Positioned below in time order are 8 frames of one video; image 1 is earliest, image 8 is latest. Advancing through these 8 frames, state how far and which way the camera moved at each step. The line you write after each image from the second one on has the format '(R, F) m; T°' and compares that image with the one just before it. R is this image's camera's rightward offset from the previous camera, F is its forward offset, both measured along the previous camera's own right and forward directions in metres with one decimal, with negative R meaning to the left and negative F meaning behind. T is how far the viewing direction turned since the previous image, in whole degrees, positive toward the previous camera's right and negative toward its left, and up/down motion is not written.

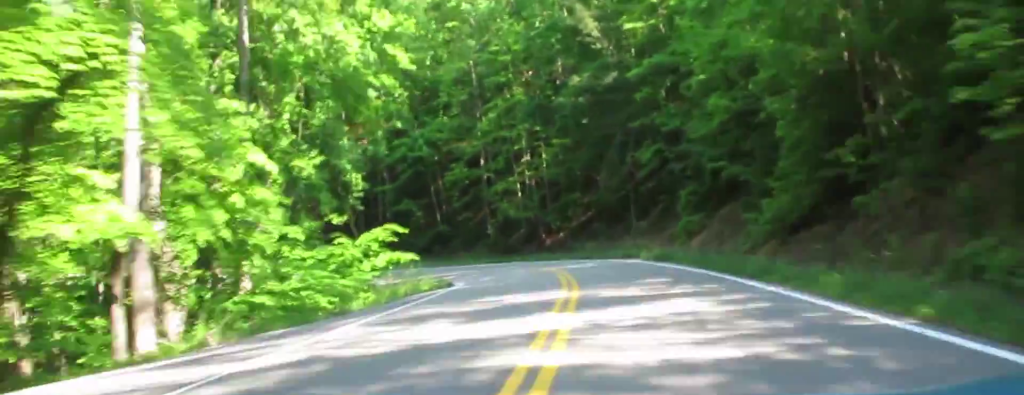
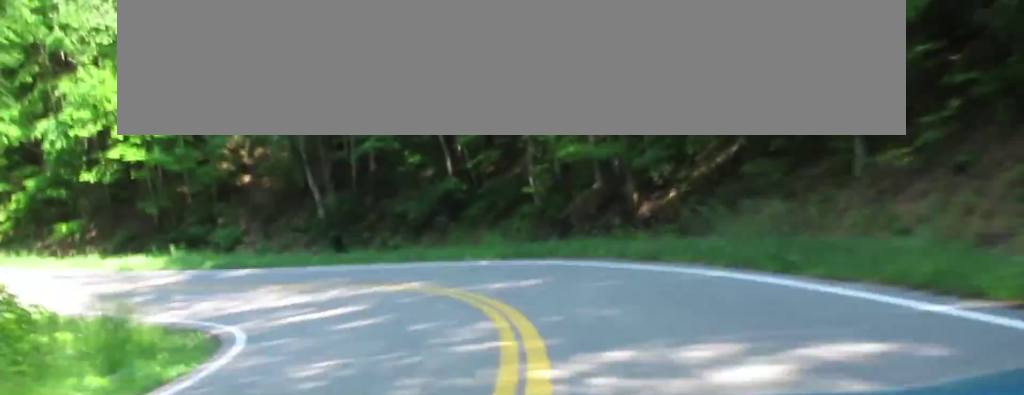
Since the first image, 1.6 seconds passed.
(-3.1, +38.5) m; -8°
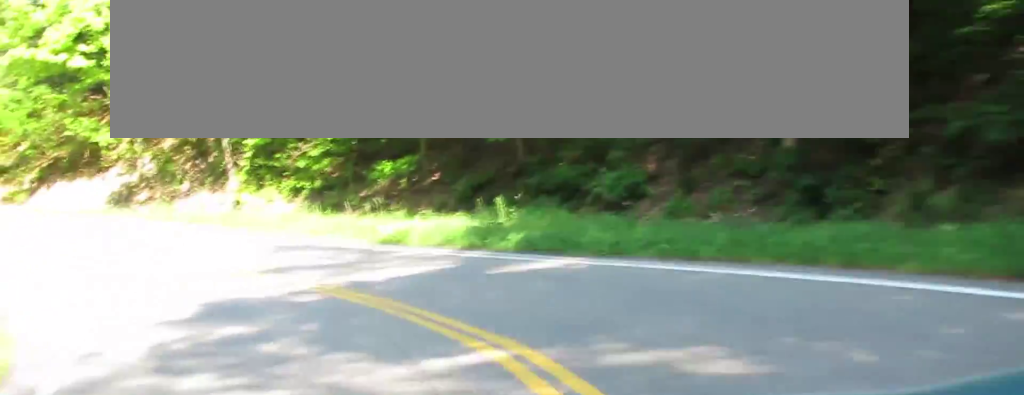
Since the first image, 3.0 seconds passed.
(-4.4, +22.4) m; -32°
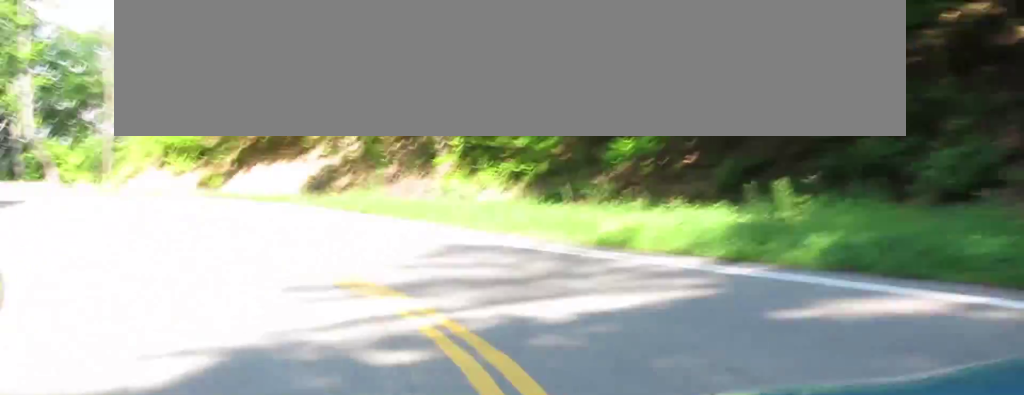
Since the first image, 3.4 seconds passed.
(-1.6, +7.2) m; -12°
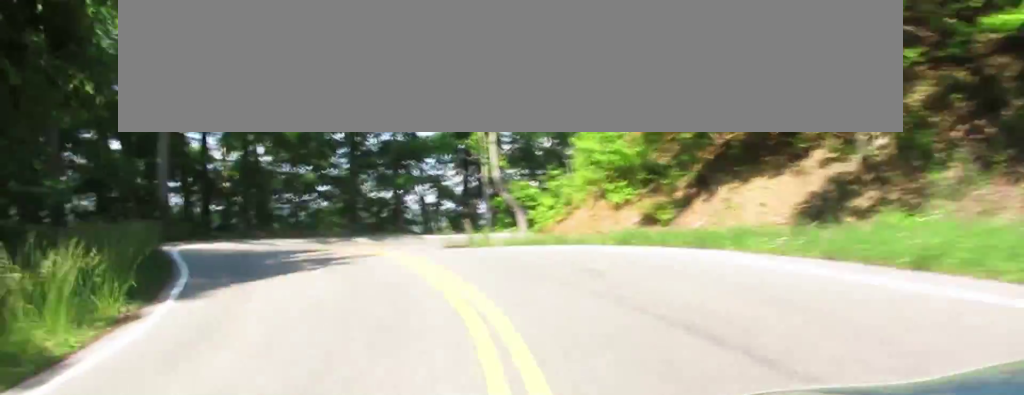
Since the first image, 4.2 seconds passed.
(-2.4, +13.2) m; -17°
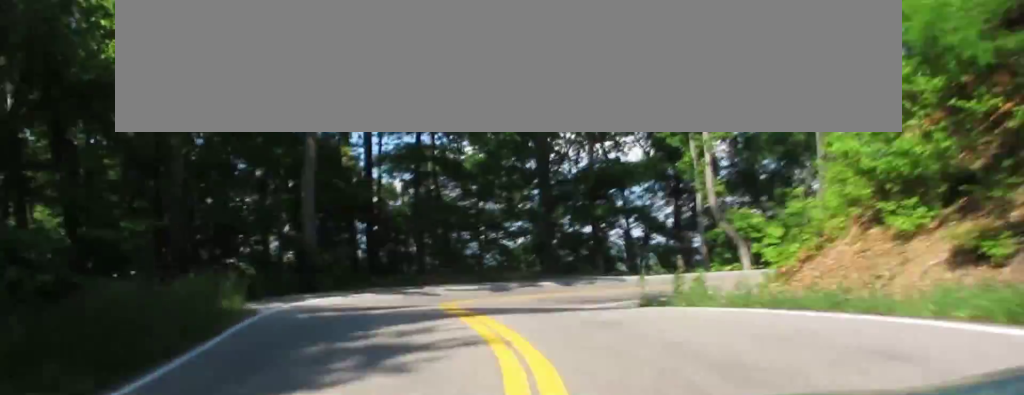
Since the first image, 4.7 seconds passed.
(0.0, +8.4) m; -8°
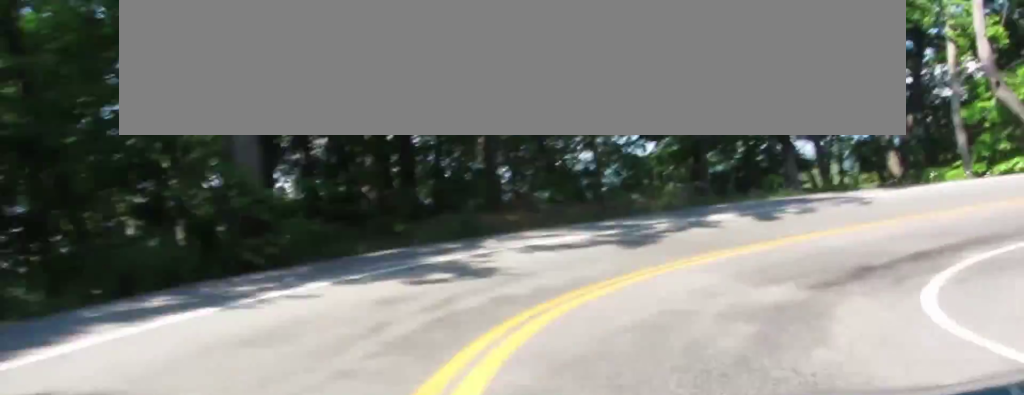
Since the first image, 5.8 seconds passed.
(-2.8, +17.6) m; -5°
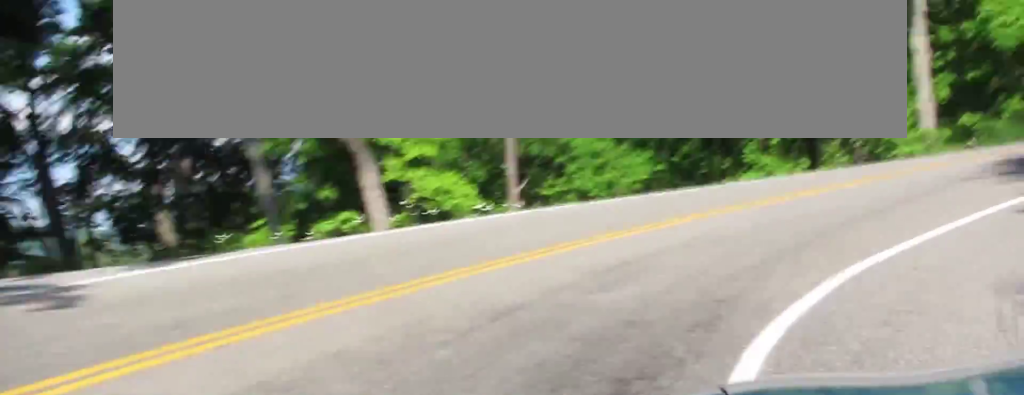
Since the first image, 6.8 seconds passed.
(+0.2, +14.1) m; +23°
